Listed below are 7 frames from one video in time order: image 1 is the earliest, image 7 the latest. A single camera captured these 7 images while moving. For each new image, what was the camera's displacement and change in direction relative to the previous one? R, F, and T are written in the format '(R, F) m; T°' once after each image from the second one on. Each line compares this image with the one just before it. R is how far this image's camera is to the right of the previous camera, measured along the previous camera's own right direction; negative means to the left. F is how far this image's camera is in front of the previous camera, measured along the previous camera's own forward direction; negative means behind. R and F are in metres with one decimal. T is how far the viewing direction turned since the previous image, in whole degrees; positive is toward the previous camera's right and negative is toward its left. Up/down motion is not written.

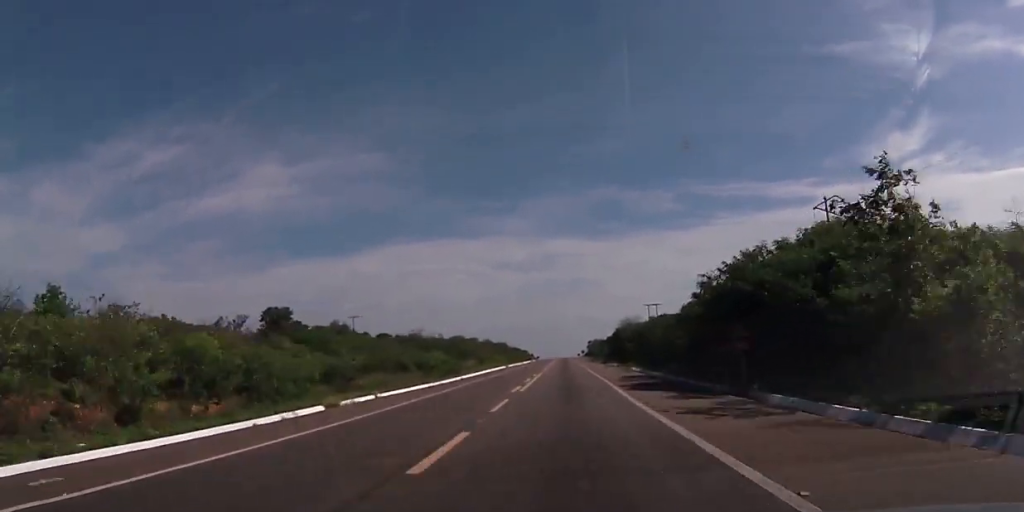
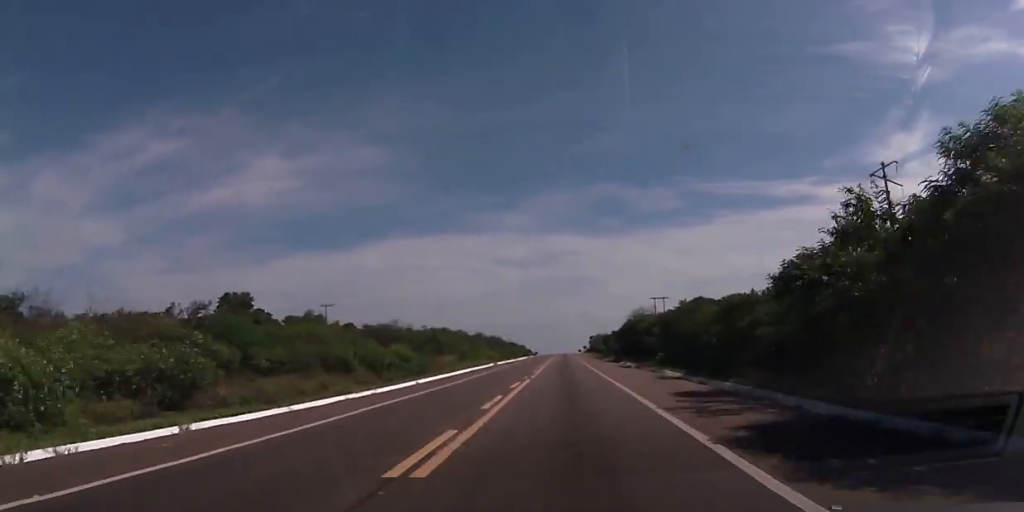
(-0.1, +17.0) m; 0°
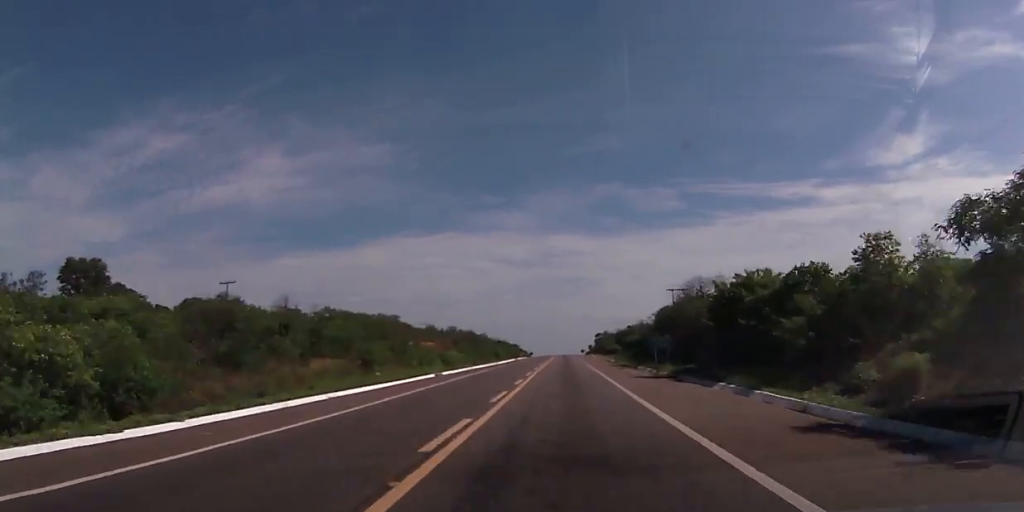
(-0.4, +39.5) m; -1°
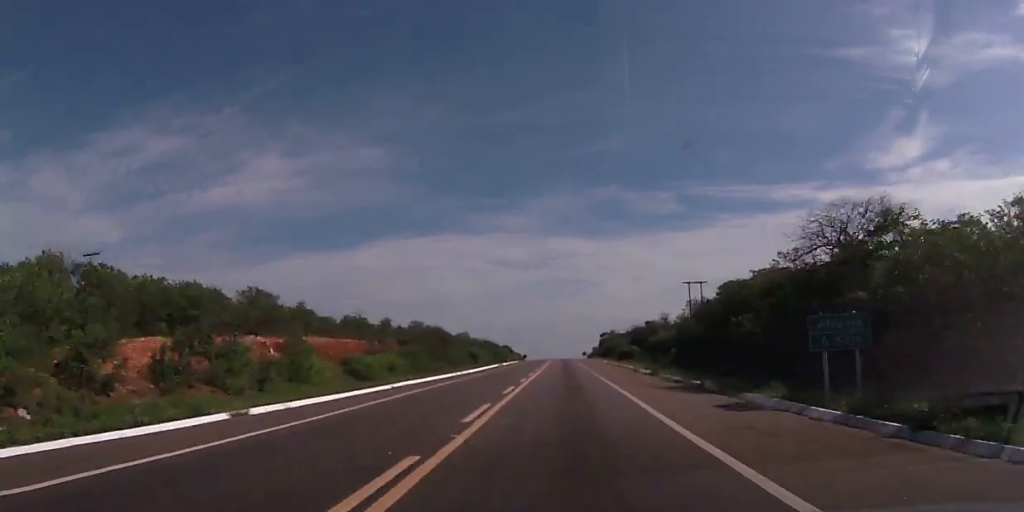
(0.0, +29.2) m; 0°
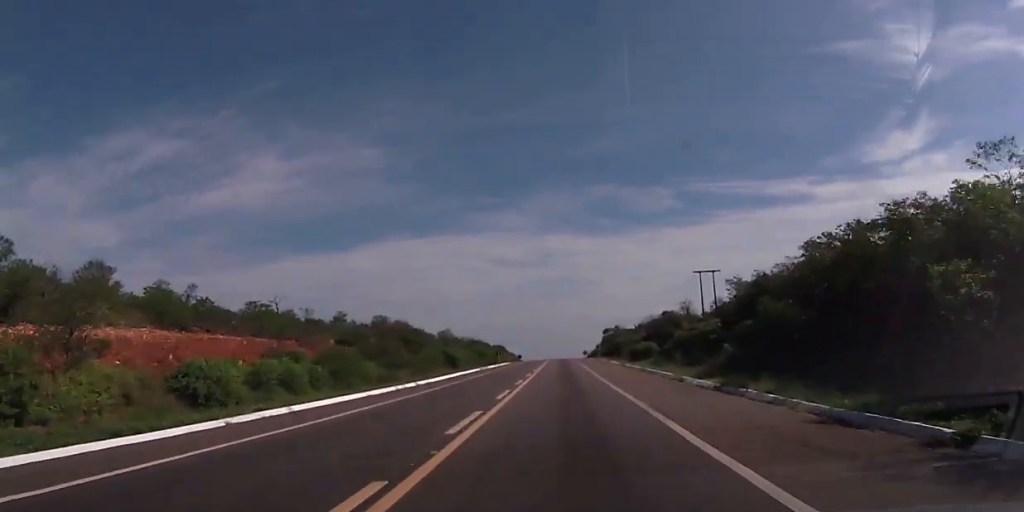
(-0.1, +17.9) m; 0°
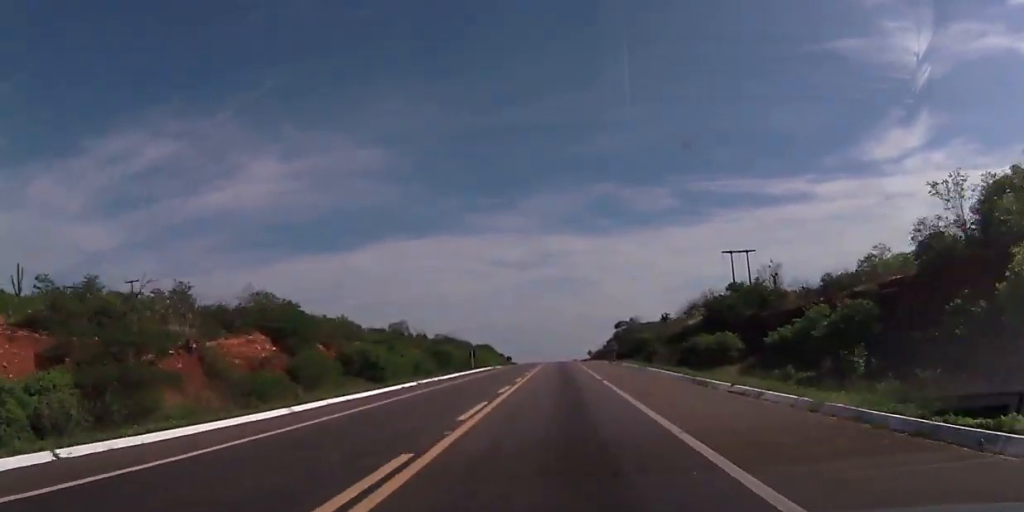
(+0.2, +31.1) m; 0°
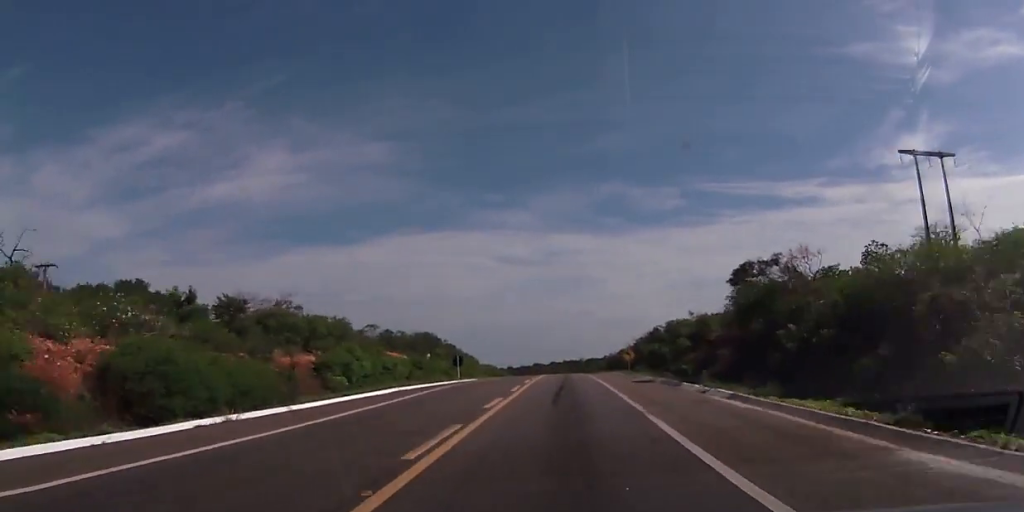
(+0.1, +70.6) m; 0°
